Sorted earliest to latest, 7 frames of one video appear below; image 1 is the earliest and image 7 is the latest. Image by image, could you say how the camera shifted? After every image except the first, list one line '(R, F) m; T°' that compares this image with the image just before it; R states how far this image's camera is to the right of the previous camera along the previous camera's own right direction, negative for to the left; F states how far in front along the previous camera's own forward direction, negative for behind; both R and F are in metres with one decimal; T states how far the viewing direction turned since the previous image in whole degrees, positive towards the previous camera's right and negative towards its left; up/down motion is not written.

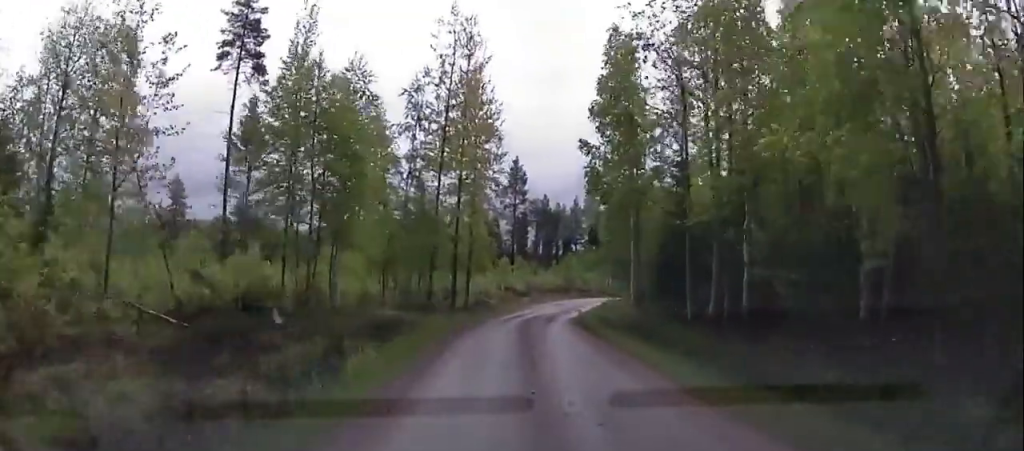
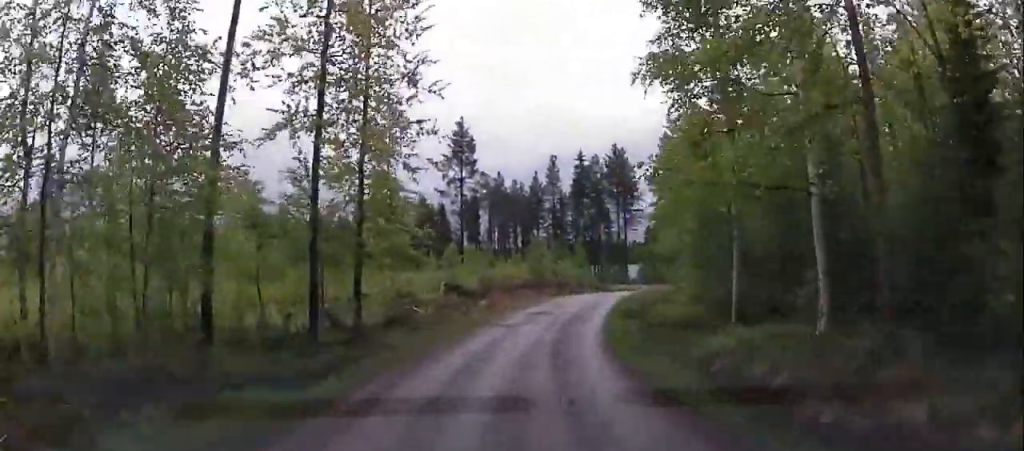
(+1.2, +20.3) m; +6°
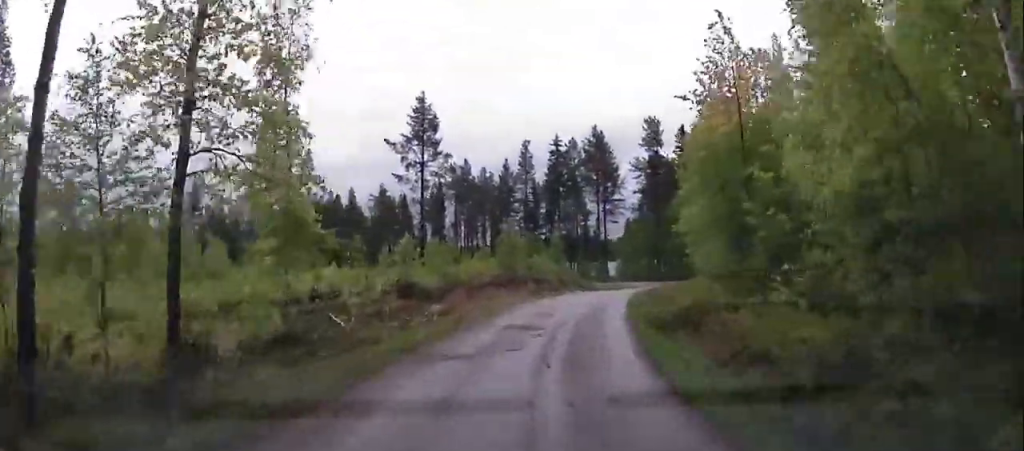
(+0.2, +9.3) m; +4°
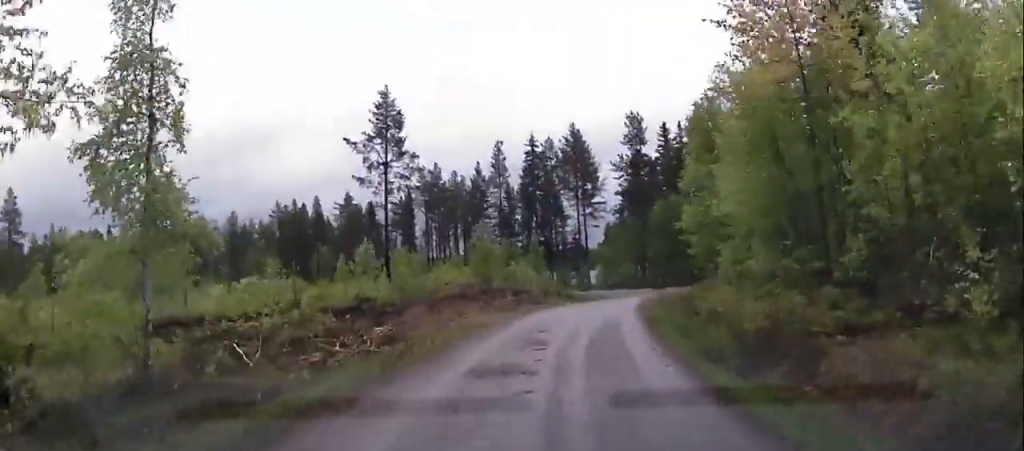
(-0.1, +5.8) m; +3°
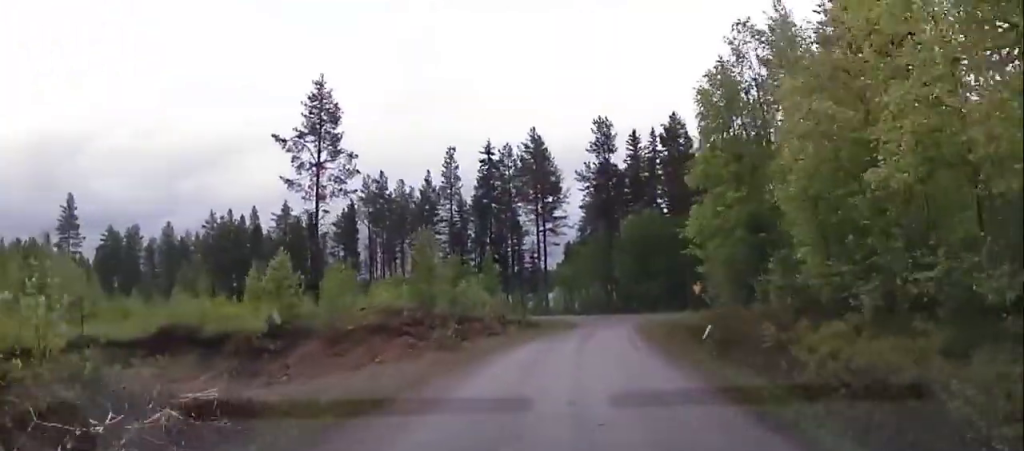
(+0.5, +8.3) m; +5°
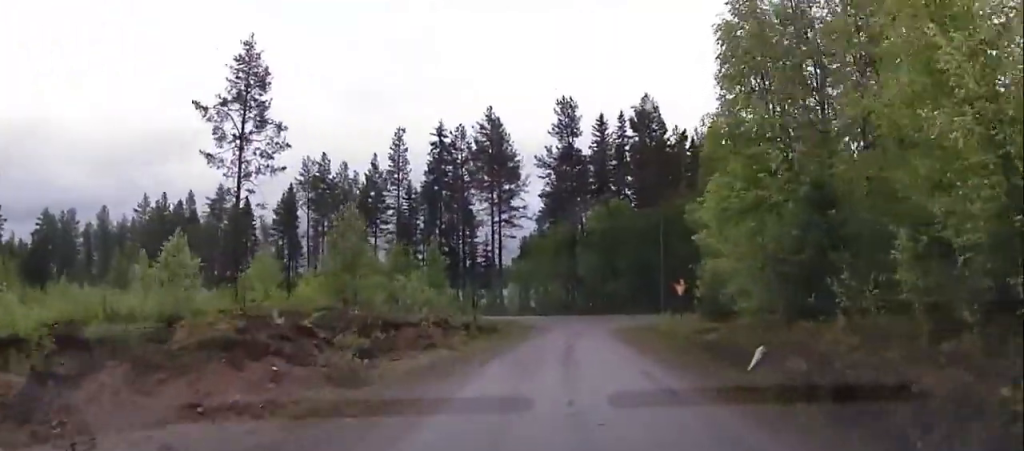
(+0.3, +7.2) m; +4°
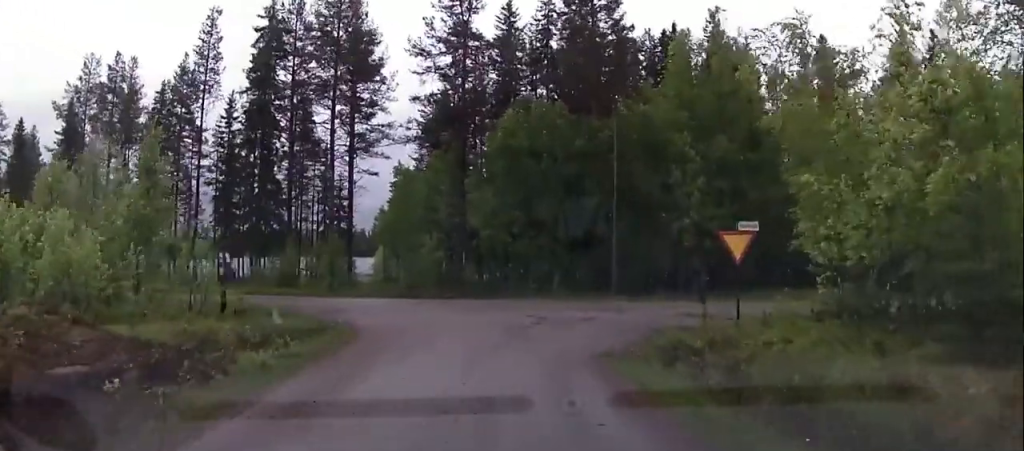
(+1.2, +23.0) m; +6°
